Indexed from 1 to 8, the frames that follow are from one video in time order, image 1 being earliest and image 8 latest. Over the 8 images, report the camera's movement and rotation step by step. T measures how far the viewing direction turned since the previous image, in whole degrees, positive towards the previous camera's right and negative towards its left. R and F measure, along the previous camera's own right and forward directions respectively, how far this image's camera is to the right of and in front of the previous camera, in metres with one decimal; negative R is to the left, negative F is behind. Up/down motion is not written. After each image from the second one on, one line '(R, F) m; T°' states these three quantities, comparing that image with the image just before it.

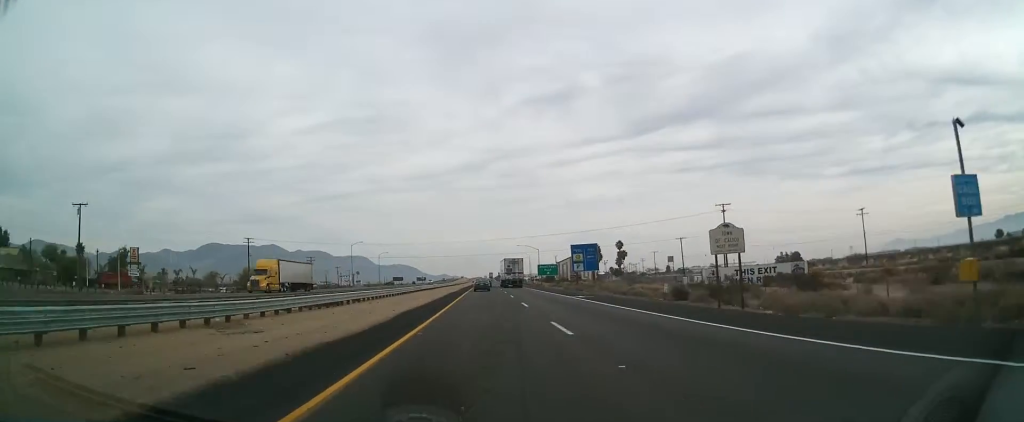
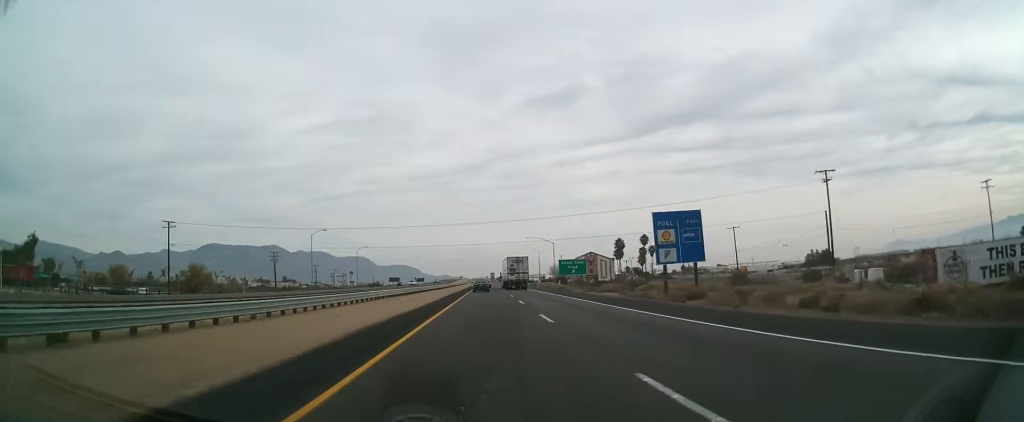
(-0.4, +39.2) m; 0°
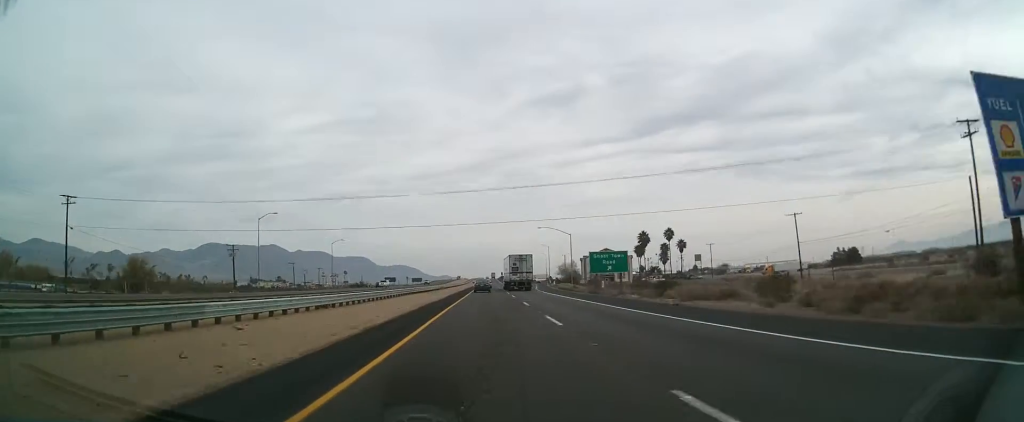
(+0.2, +30.4) m; +1°
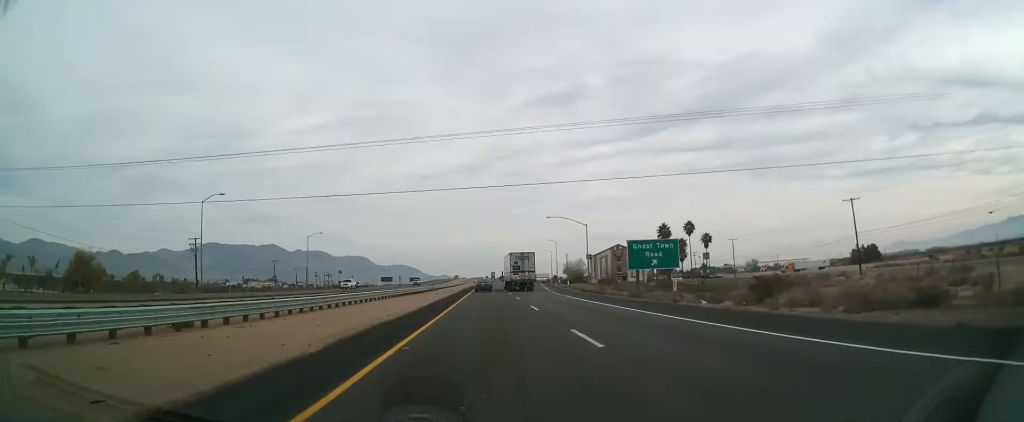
(+0.1, +20.3) m; +1°
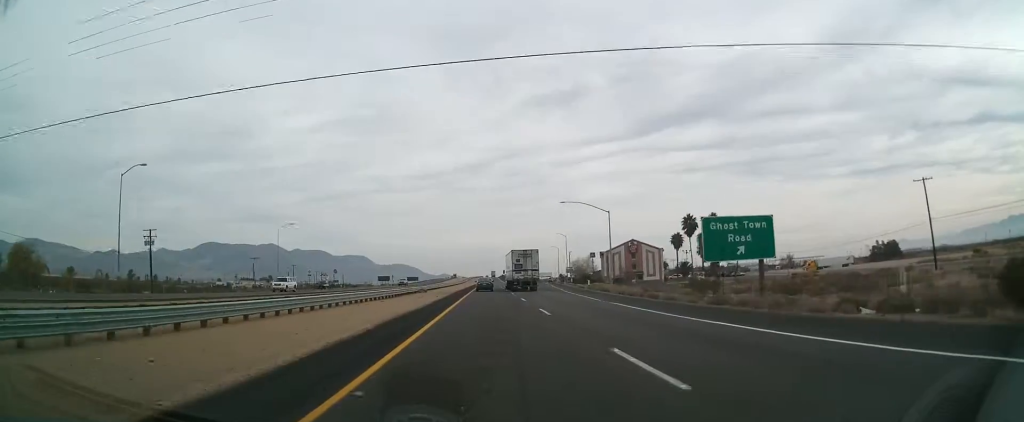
(-0.1, +19.1) m; +1°
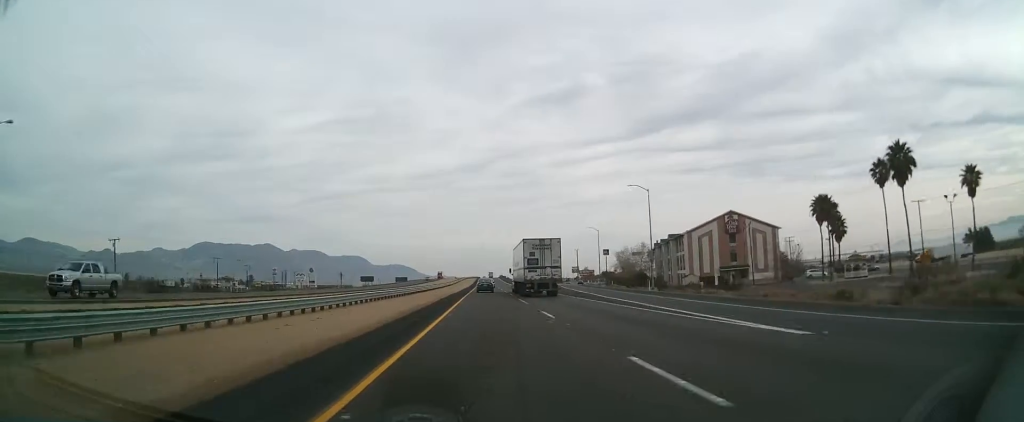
(-0.7, +73.7) m; -1°
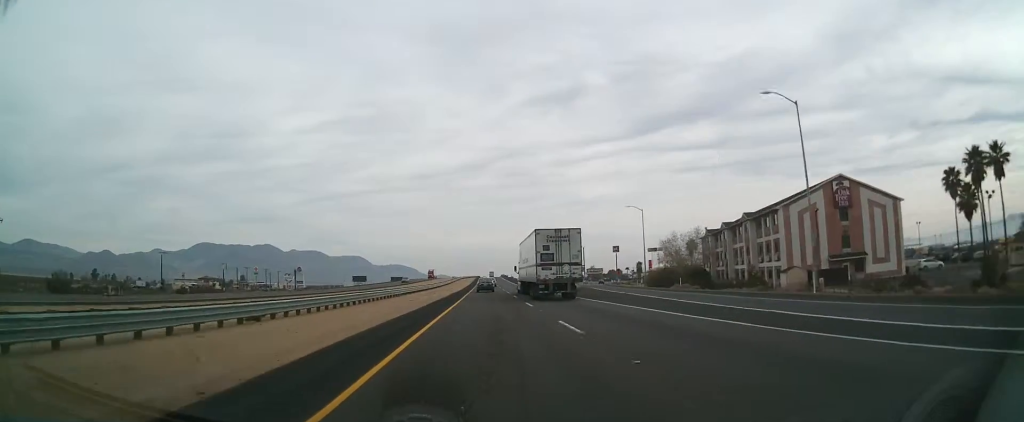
(+0.5, +35.3) m; +1°
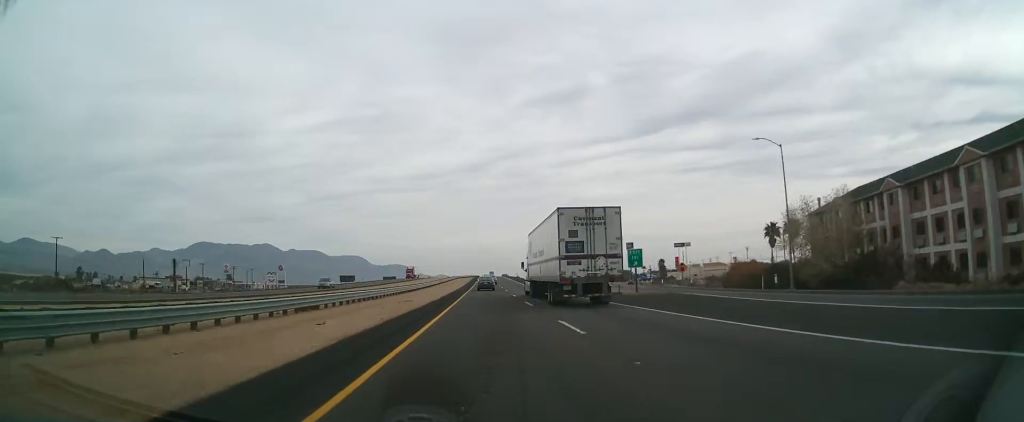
(0.0, +44.1) m; 0°
